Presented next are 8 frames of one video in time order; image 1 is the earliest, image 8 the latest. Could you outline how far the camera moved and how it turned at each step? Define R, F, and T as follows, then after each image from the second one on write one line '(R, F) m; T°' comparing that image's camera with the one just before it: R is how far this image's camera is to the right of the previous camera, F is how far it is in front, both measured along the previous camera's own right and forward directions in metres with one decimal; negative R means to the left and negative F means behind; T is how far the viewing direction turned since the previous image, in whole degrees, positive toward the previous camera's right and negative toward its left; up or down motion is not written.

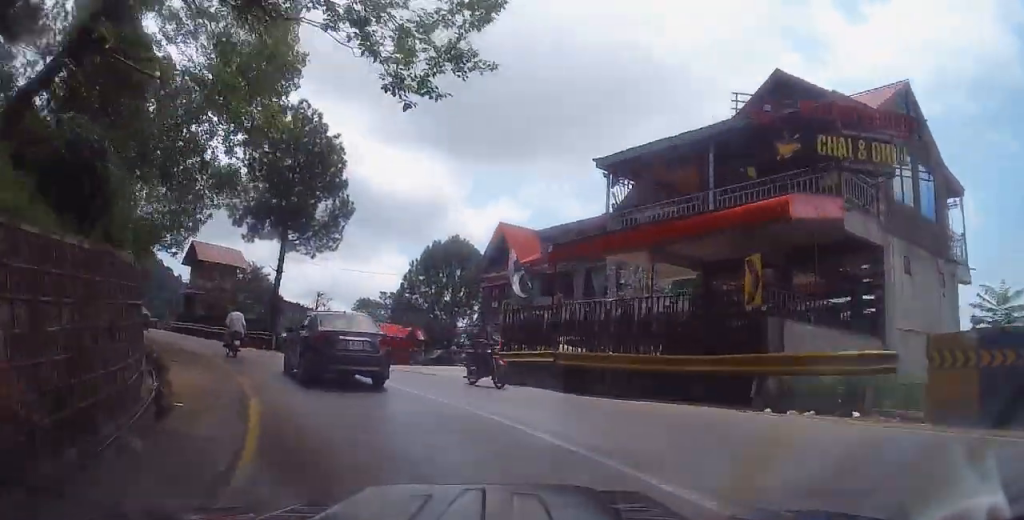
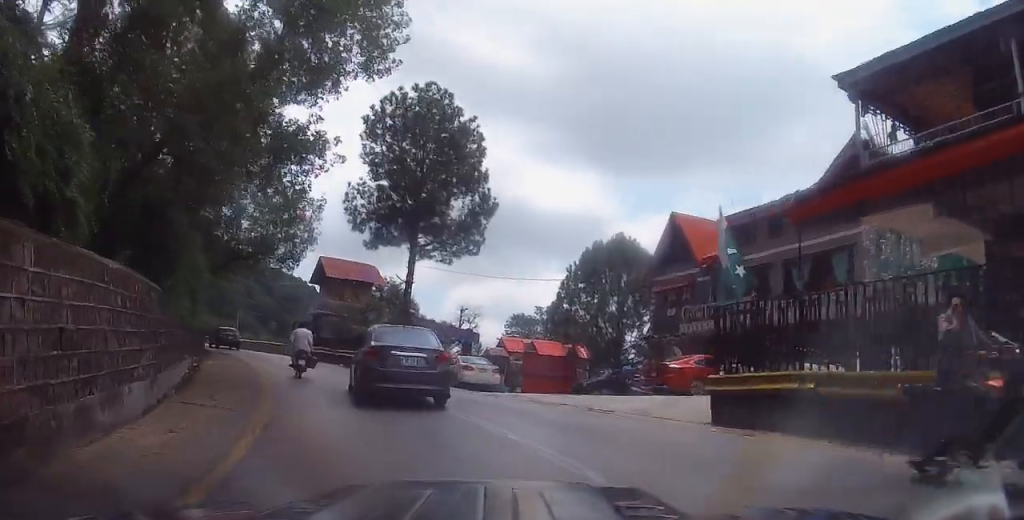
(-0.6, +6.2) m; -12°
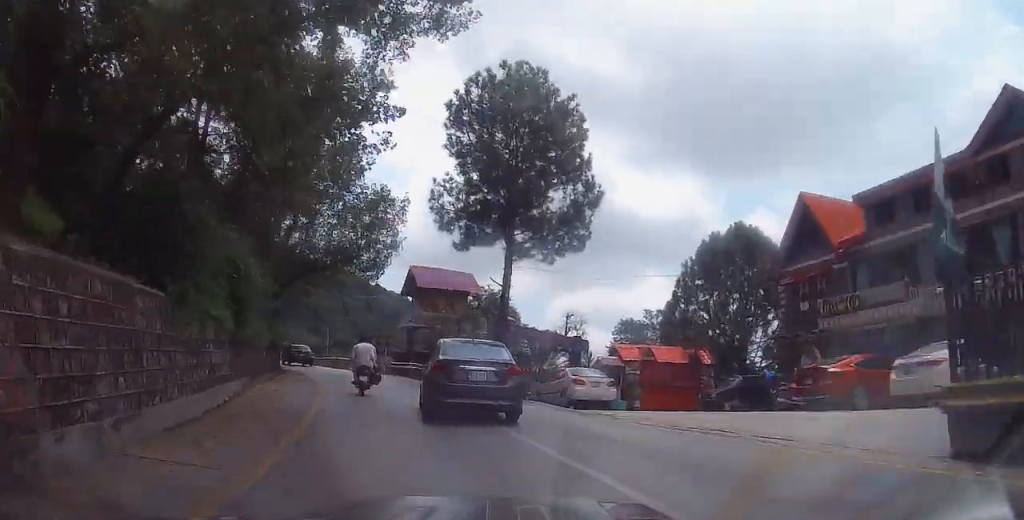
(+0.2, +3.8) m; -8°
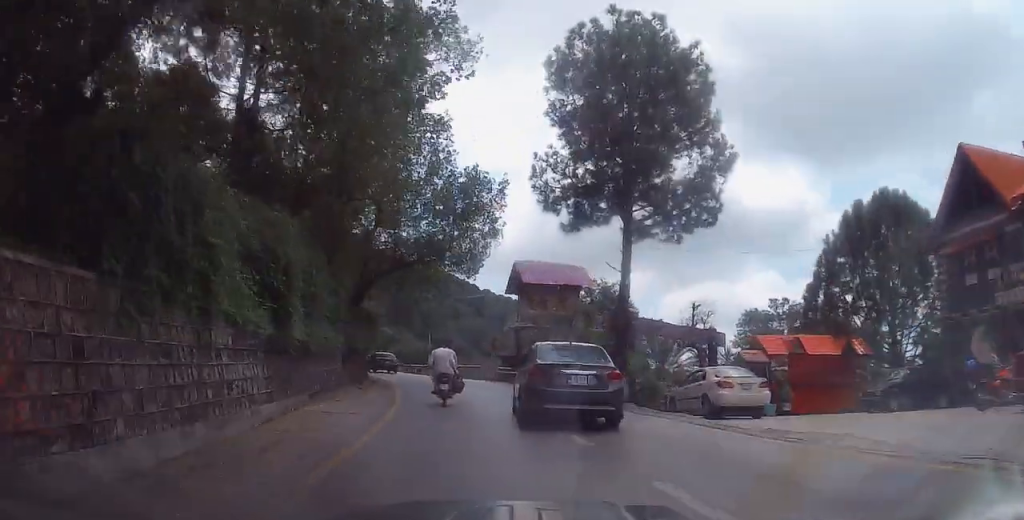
(-0.8, +4.1) m; -8°
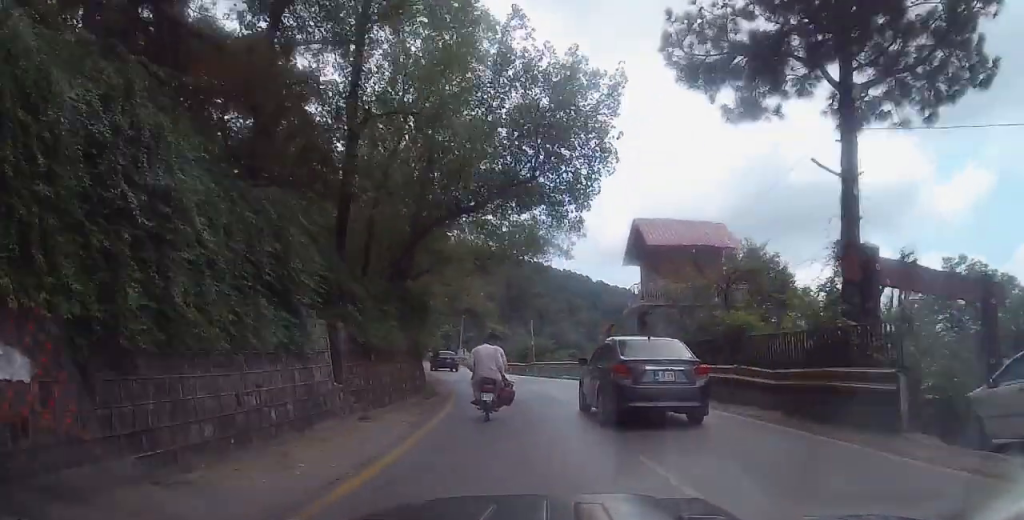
(-1.5, +10.2) m; -10°
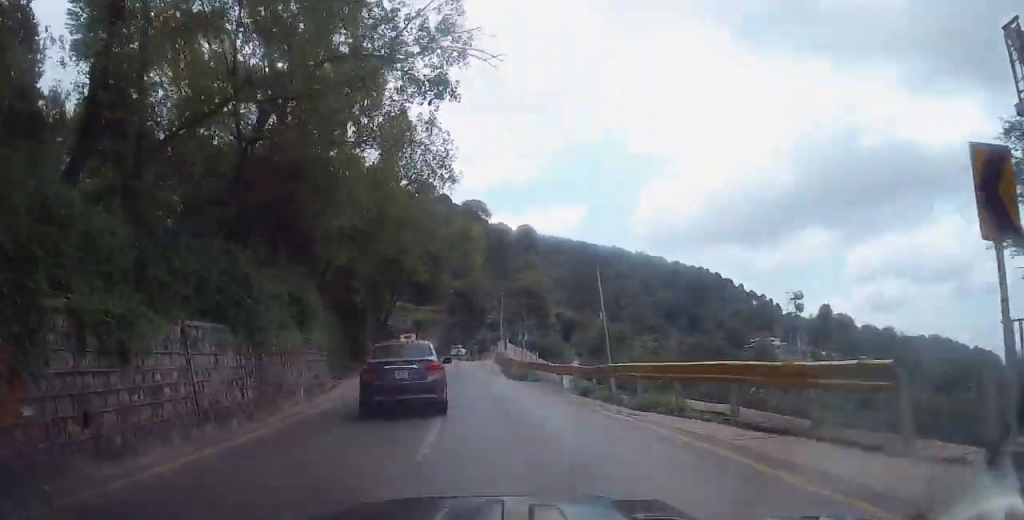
(-3.0, +26.8) m; -12°
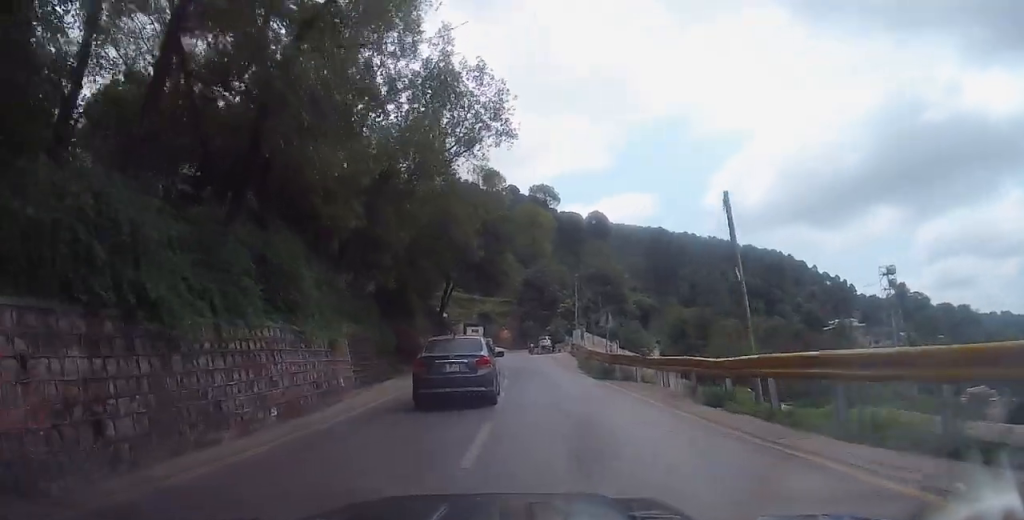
(0.0, +7.1) m; -7°
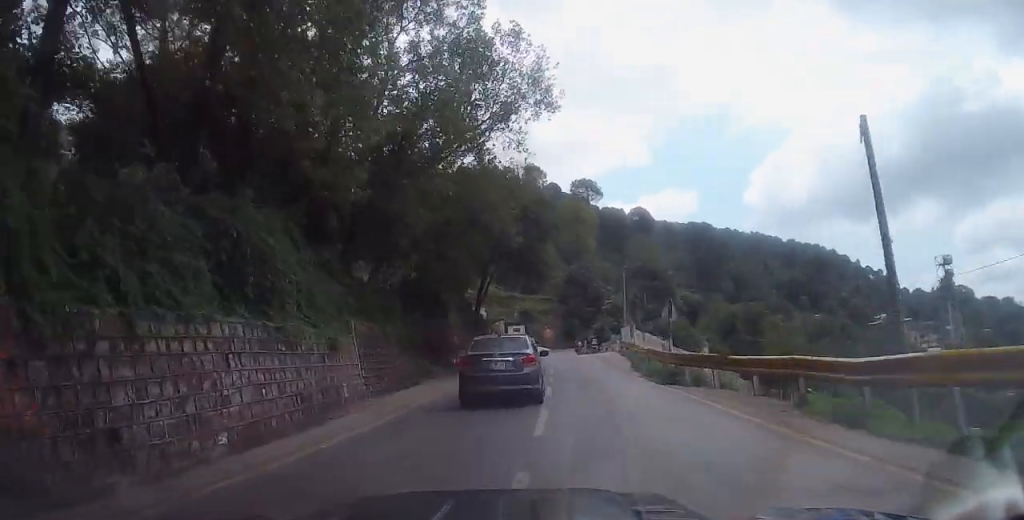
(-0.1, +3.9) m; -3°
